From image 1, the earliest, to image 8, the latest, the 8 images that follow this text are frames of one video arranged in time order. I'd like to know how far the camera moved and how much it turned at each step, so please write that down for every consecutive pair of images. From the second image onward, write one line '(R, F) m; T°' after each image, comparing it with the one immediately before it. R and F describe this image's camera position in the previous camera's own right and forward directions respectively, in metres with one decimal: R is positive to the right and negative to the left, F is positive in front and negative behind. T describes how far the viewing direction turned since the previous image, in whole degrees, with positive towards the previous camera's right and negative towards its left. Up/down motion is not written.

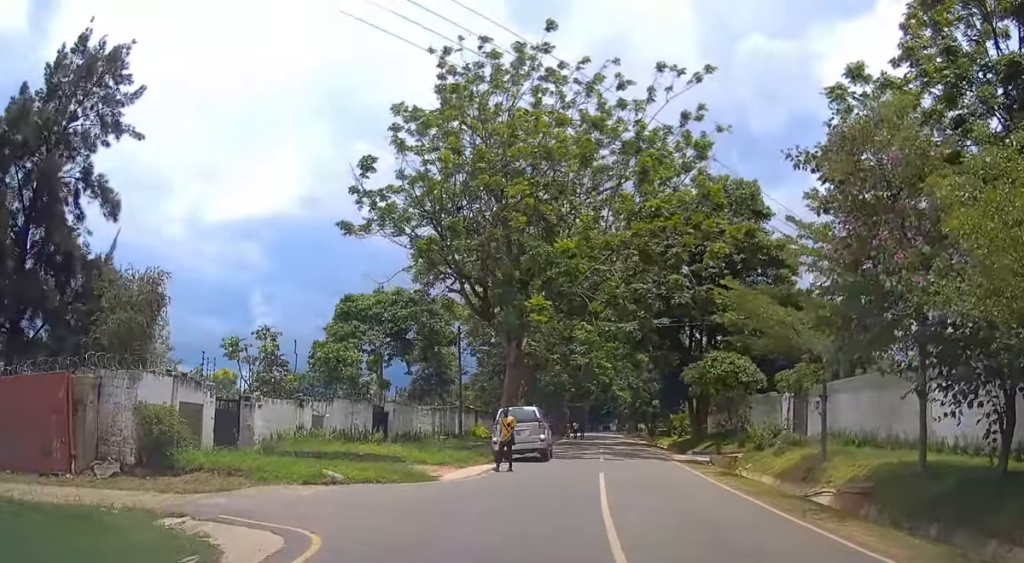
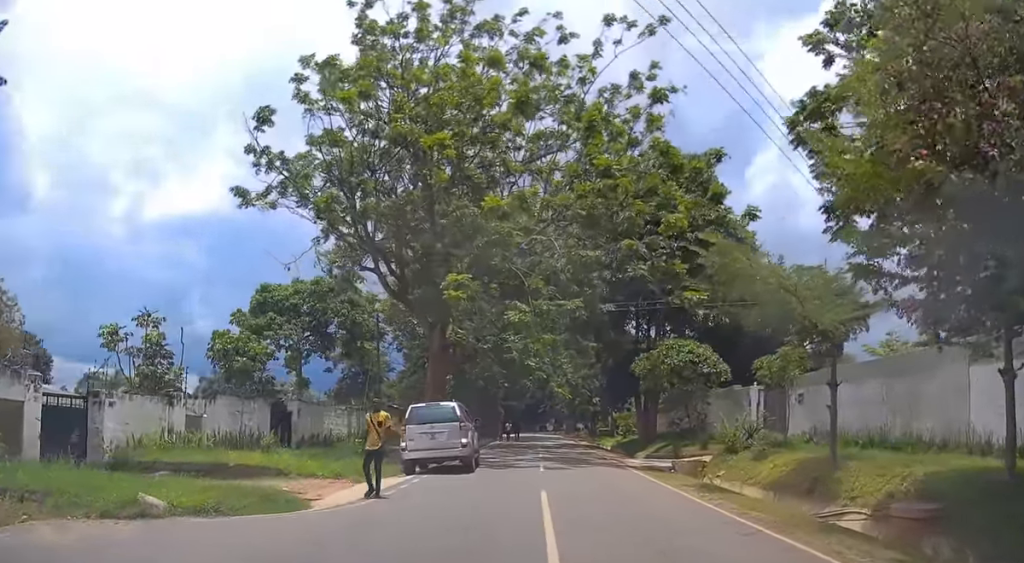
(+0.5, +5.2) m; +5°
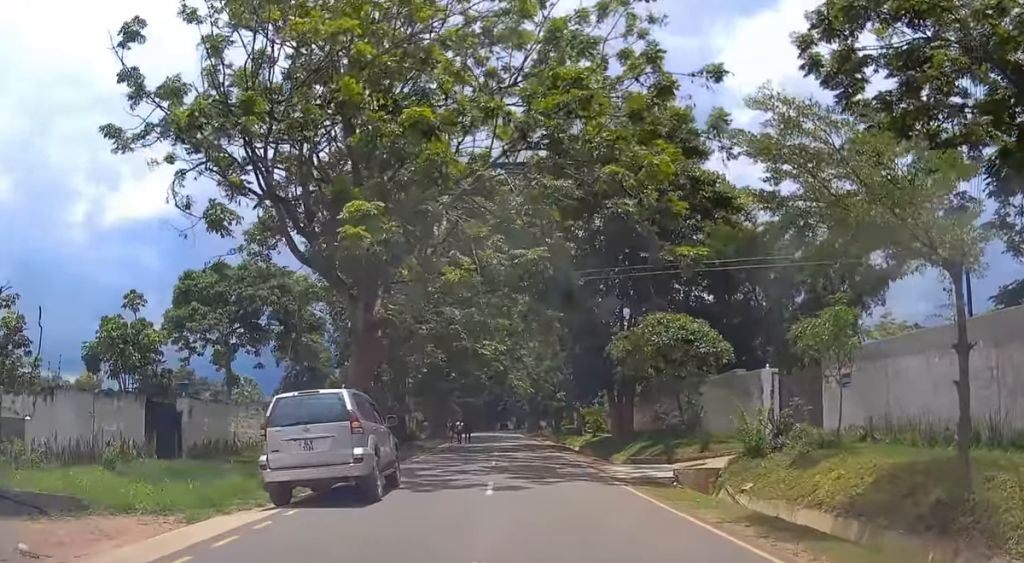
(0.0, +7.0) m; +2°
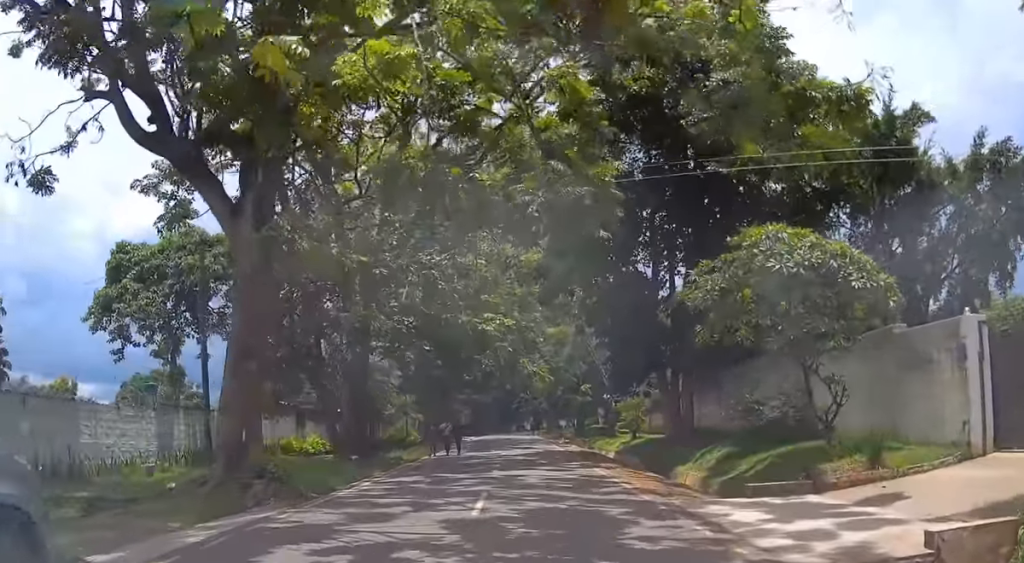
(+0.5, +11.3) m; -1°
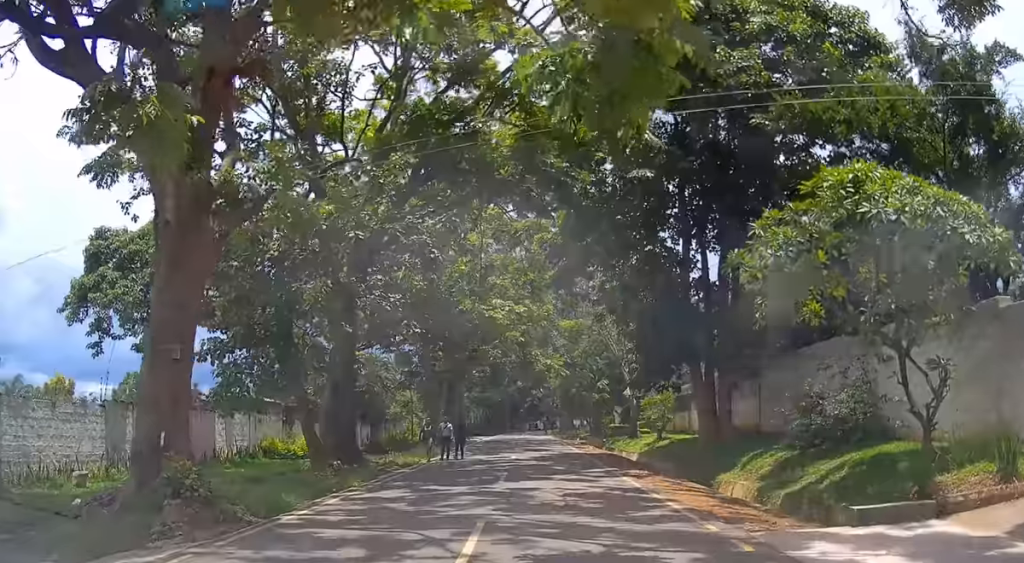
(-0.2, +3.8) m; -2°
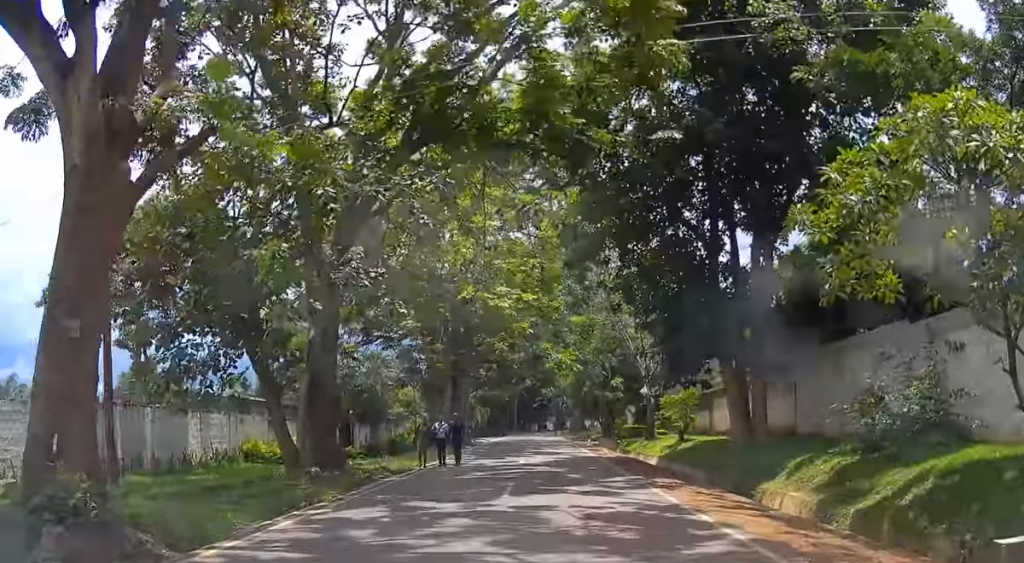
(-0.2, +3.0) m; -2°
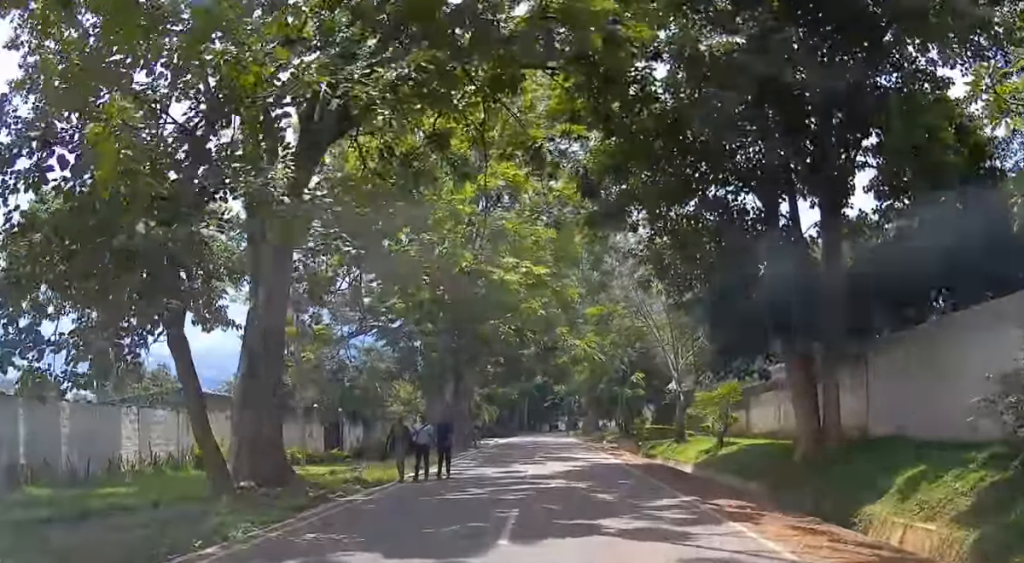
(-0.1, +5.0) m; -1°
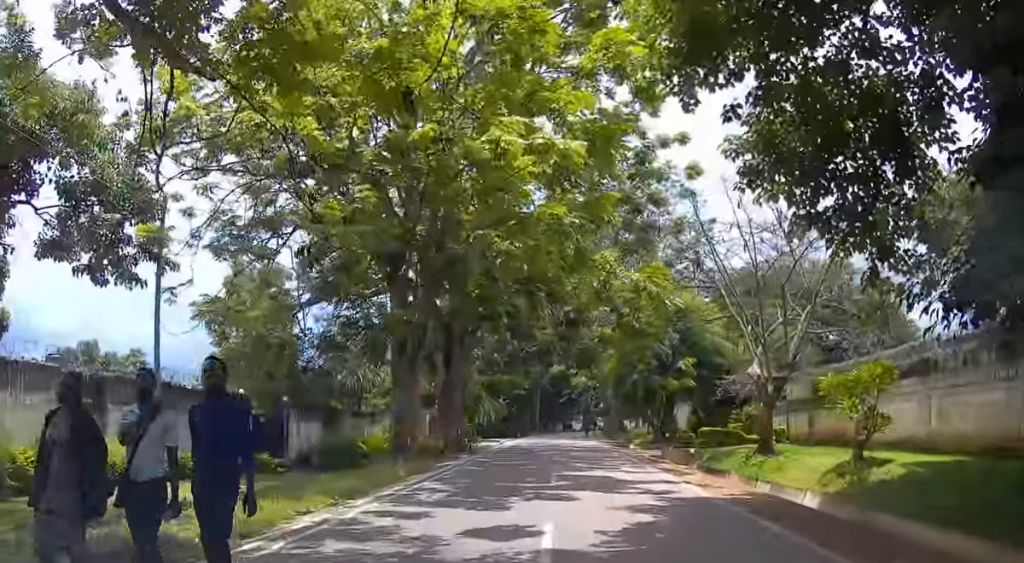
(0.0, +10.9) m; +1°
